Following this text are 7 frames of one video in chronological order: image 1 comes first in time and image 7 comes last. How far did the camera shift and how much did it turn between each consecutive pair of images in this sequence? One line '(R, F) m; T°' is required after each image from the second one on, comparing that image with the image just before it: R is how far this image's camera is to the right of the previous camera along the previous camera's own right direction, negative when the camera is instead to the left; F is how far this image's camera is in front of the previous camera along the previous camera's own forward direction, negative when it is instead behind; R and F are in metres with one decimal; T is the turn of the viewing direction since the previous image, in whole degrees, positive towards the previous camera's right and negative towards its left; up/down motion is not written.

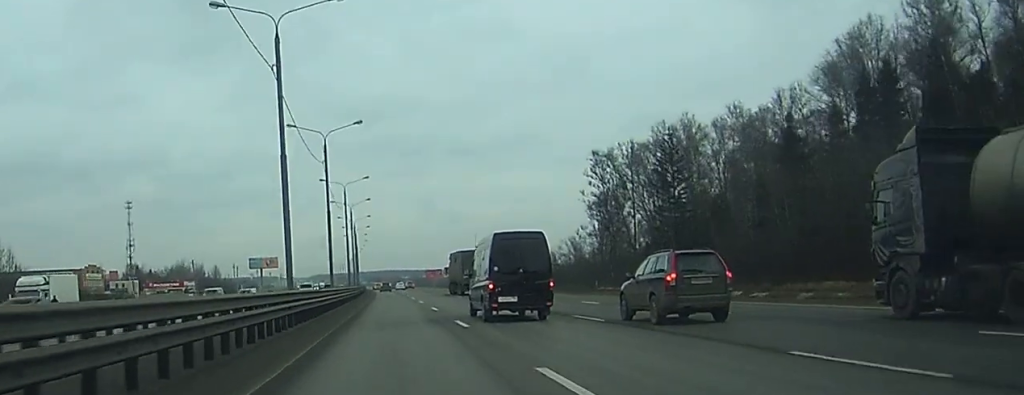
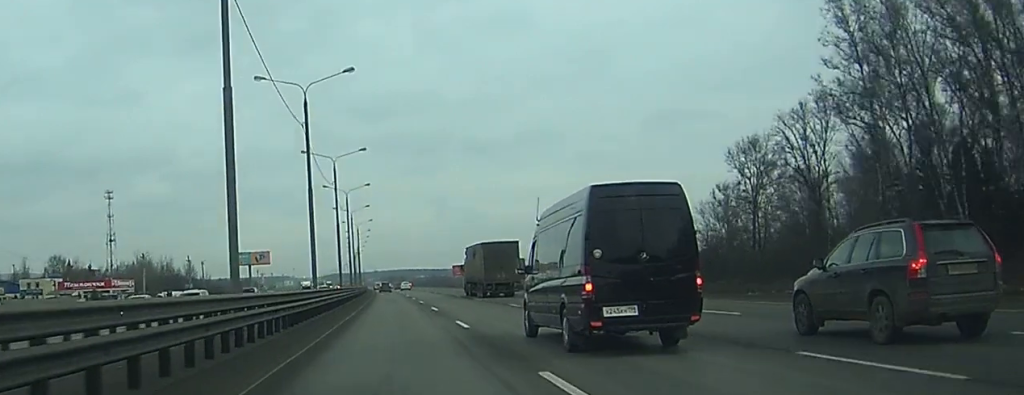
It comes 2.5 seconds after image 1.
(-0.3, +75.5) m; 0°
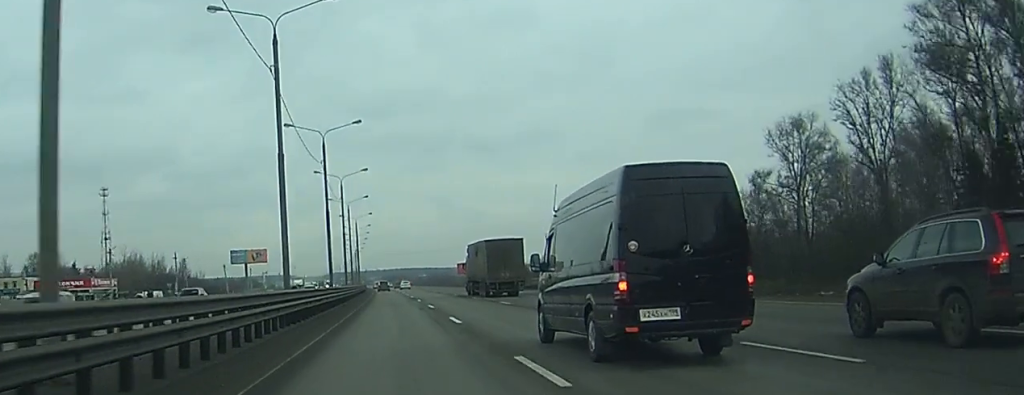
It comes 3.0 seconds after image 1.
(-0.1, +11.5) m; +1°
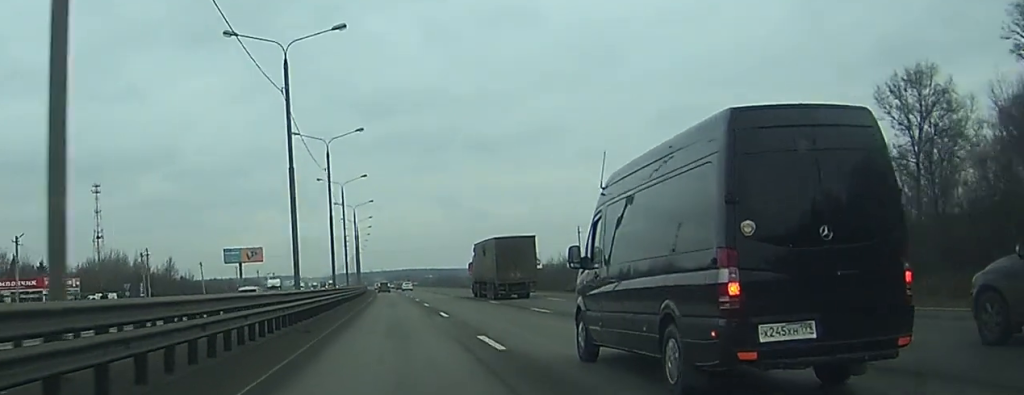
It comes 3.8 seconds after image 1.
(+0.3, +21.4) m; -1°
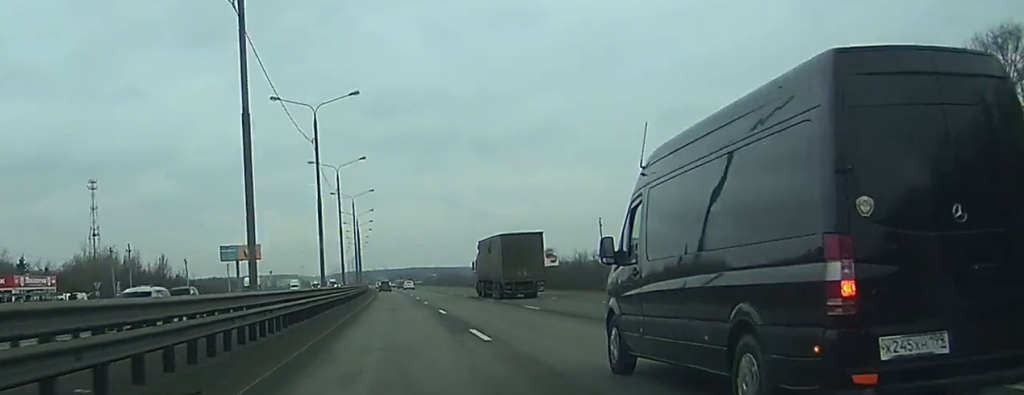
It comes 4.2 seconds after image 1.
(+0.5, +11.0) m; -1°
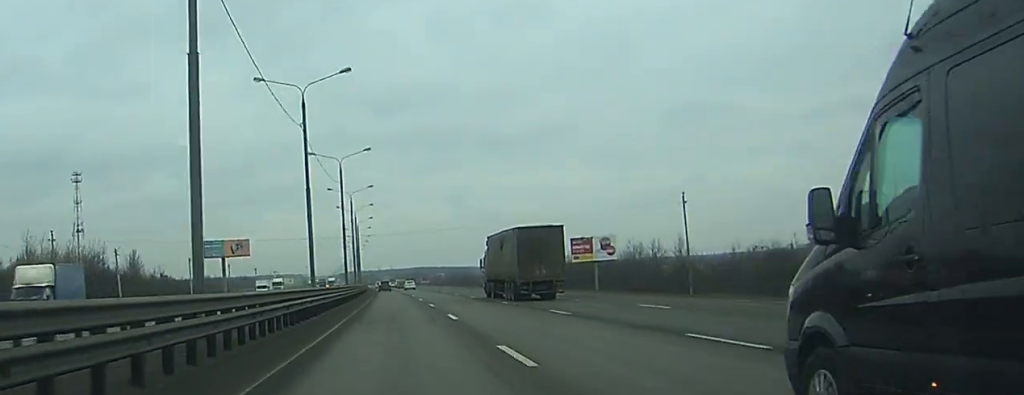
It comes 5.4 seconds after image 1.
(-1.5, +37.8) m; -1°
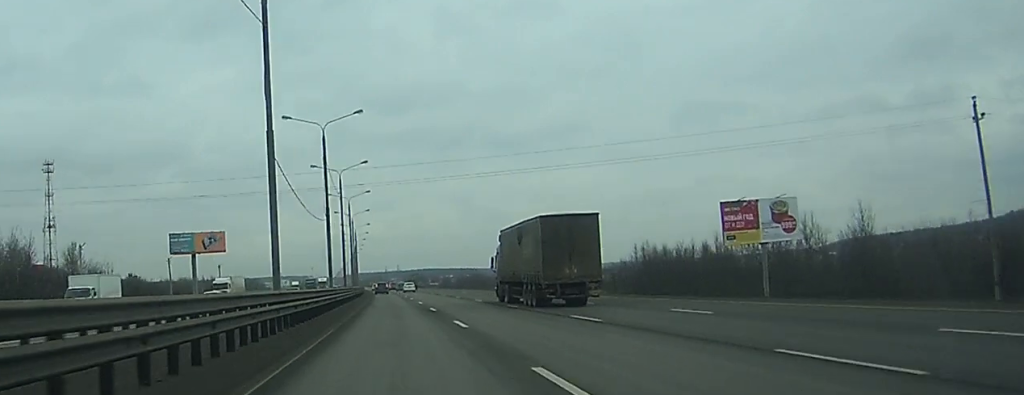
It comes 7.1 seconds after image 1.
(+0.8, +61.1) m; 0°
